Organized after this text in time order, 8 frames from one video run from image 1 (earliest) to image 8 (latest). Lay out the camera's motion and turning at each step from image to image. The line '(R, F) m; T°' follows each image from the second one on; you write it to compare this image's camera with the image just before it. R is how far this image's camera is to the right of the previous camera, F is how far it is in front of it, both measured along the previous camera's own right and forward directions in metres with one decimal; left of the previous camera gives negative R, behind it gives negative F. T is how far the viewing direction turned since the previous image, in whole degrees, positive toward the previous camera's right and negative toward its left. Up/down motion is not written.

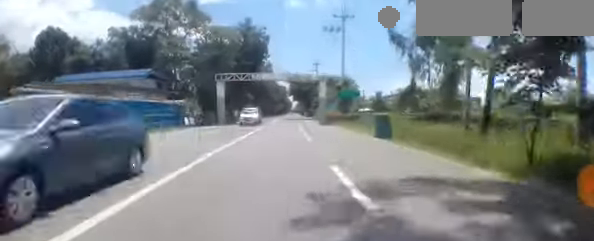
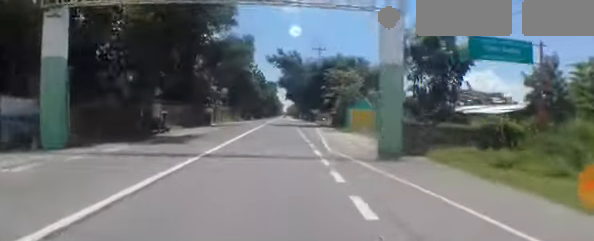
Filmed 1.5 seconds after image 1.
(-0.1, +25.3) m; 0°
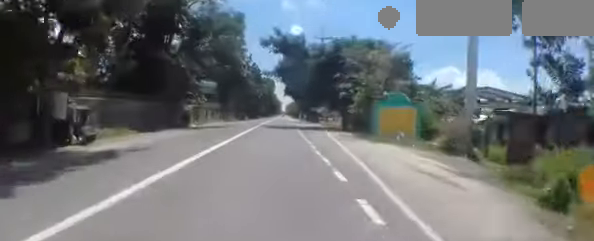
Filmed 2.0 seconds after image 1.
(0.0, +8.0) m; 0°
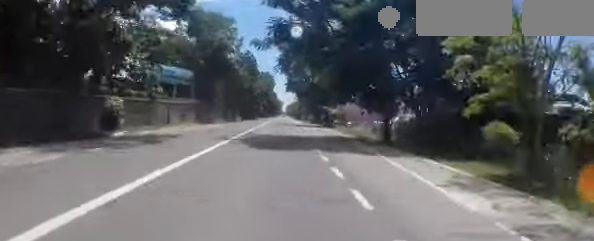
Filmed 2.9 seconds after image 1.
(0.0, +14.5) m; 0°
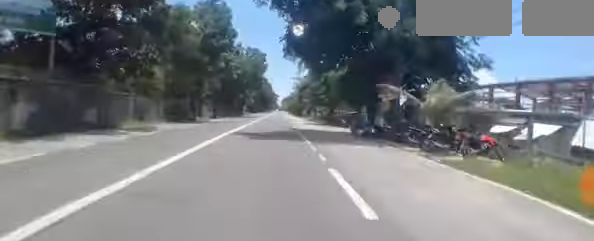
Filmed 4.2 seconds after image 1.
(+0.1, +22.5) m; 0°
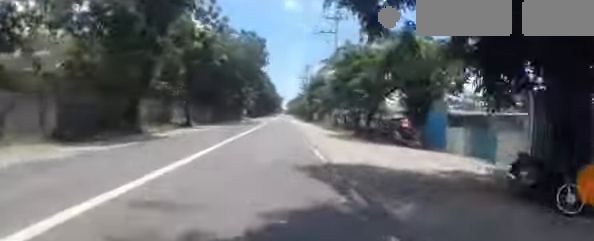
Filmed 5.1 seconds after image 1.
(-0.1, +13.8) m; +1°
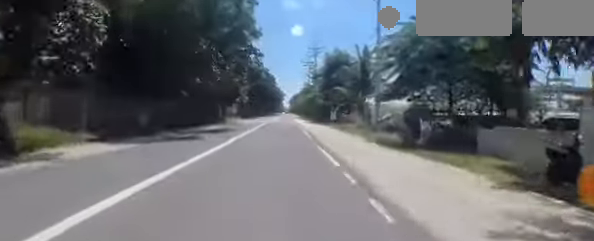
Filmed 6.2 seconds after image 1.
(+0.5, +19.6) m; 0°
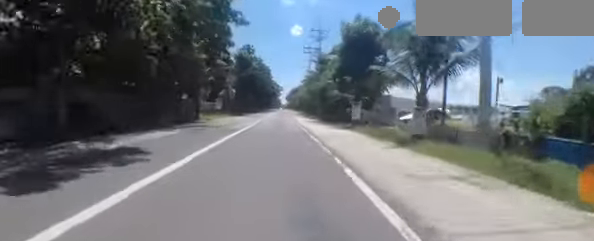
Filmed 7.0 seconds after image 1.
(-0.3, +13.2) m; -1°
